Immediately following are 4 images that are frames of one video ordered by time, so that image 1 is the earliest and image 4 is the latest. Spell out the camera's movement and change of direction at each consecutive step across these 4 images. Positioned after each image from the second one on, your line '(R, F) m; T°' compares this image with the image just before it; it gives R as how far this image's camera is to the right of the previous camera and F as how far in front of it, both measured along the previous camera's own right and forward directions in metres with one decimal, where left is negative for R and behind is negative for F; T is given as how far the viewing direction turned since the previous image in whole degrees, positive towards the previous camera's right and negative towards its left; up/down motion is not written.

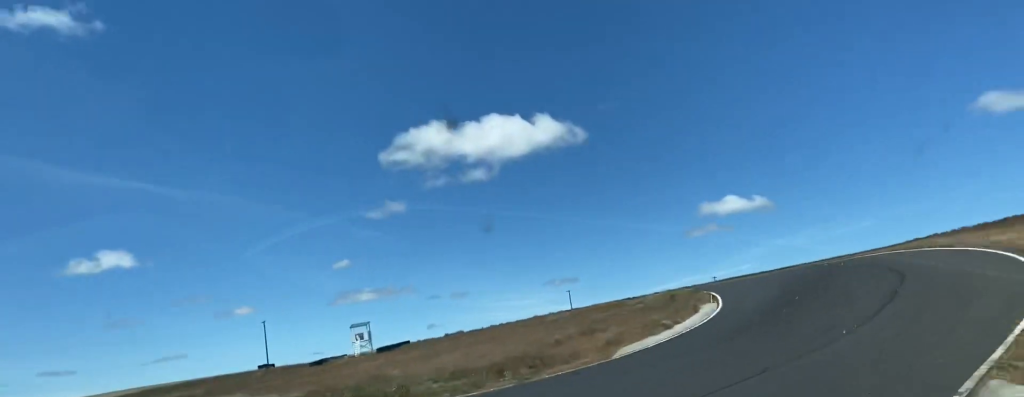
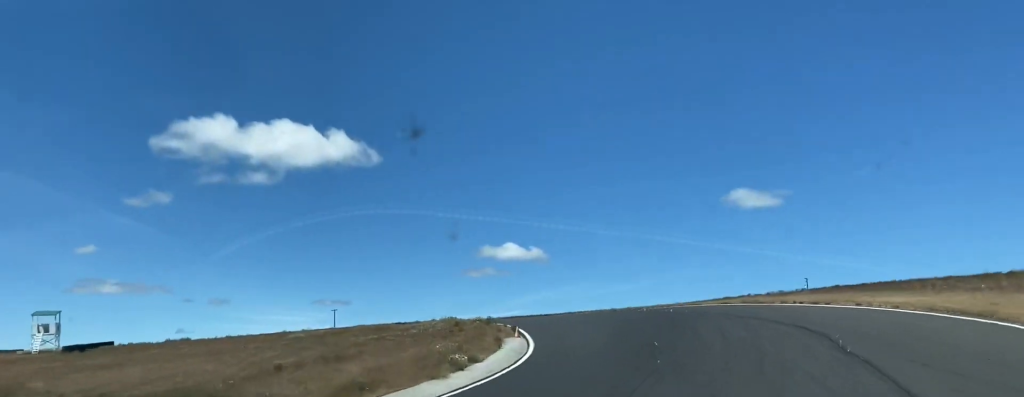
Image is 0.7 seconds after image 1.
(+3.9, +17.3) m; +13°
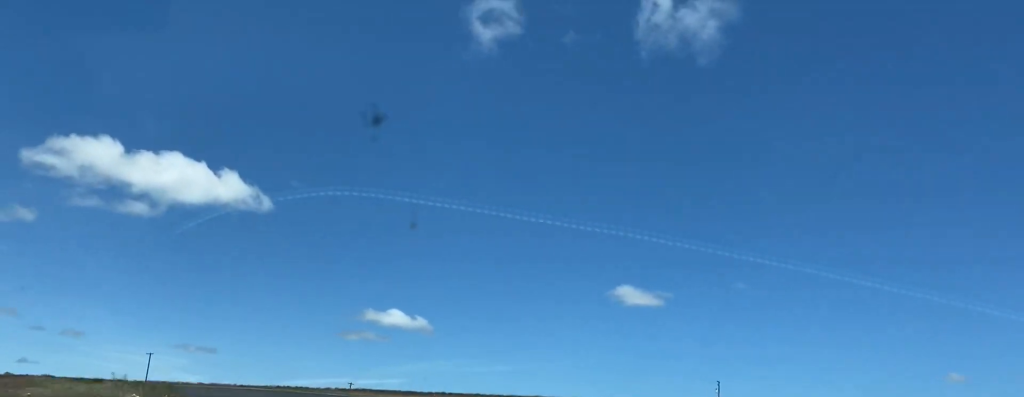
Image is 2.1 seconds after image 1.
(-0.1, +33.6) m; -2°
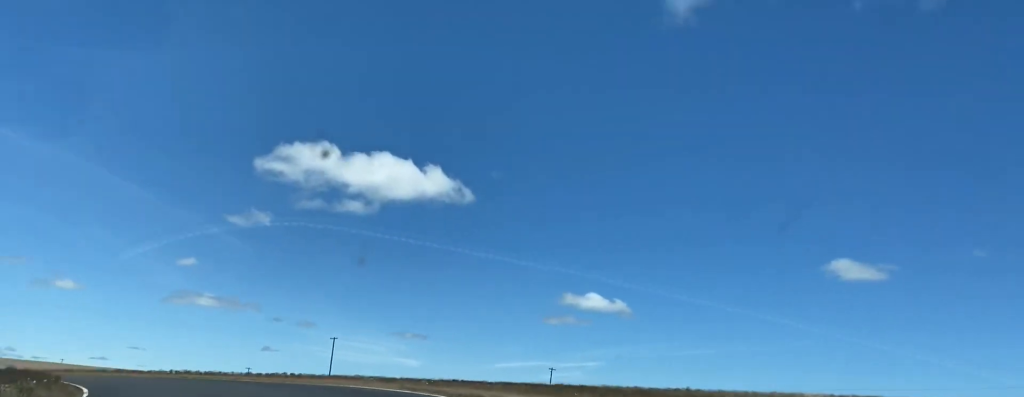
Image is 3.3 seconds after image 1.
(-1.0, +27.1) m; -9°
